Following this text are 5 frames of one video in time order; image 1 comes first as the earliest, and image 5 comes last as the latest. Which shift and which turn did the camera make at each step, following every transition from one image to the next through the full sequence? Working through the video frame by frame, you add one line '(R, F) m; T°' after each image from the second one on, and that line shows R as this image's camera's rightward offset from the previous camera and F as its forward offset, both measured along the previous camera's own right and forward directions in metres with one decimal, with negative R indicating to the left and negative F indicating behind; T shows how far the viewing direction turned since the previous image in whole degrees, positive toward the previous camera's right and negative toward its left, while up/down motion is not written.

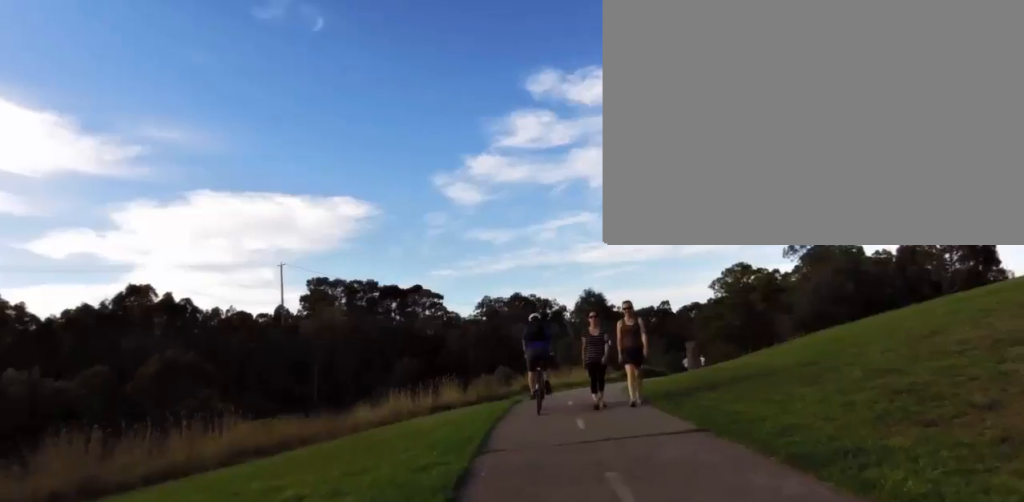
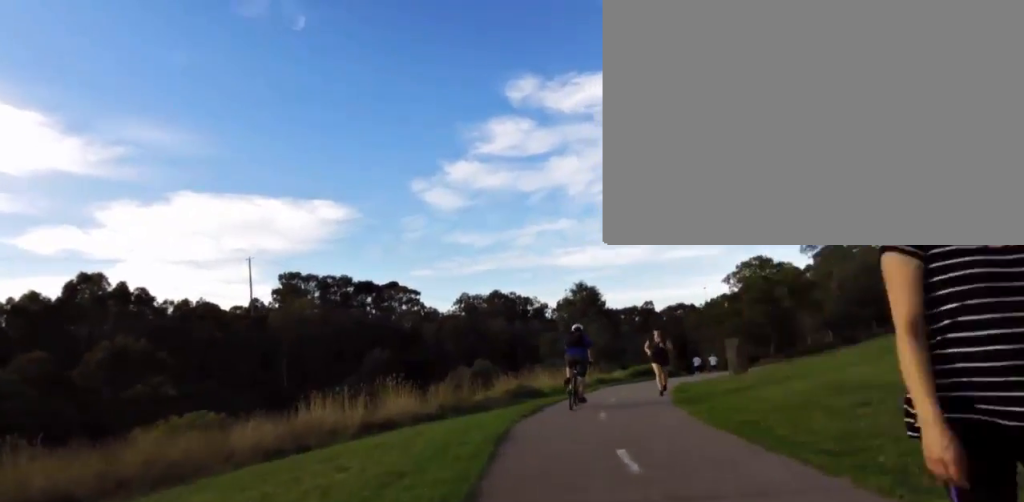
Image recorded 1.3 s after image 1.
(-0.9, +6.1) m; 0°
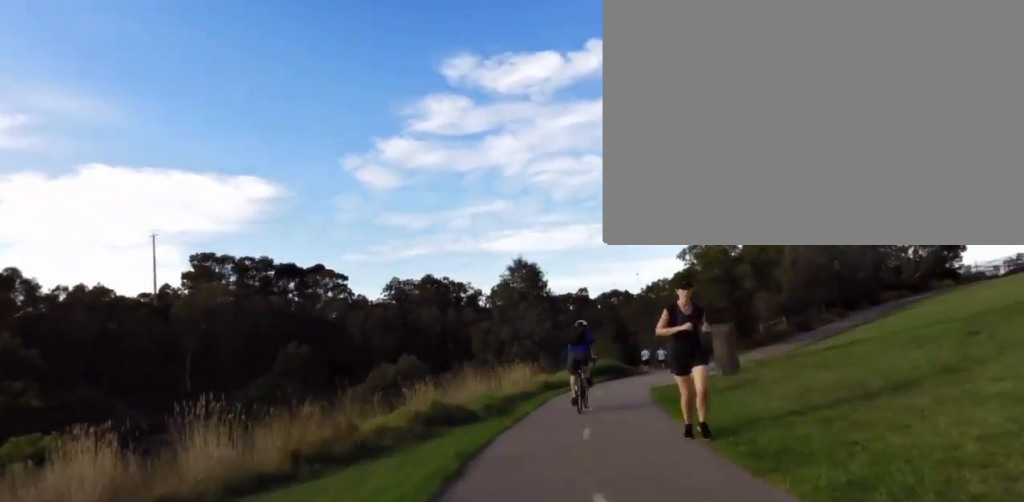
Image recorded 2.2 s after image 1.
(+0.6, +5.0) m; +9°
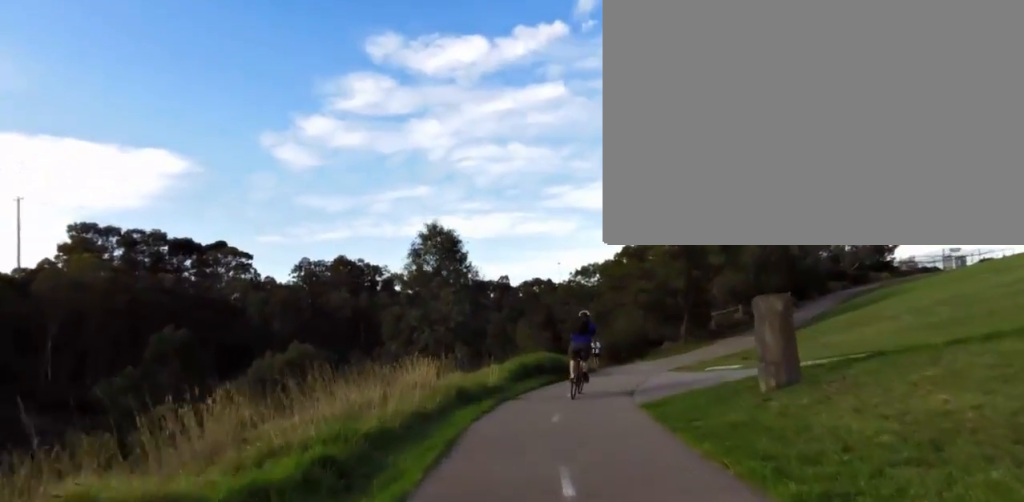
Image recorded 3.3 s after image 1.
(+0.5, +7.3) m; +4°
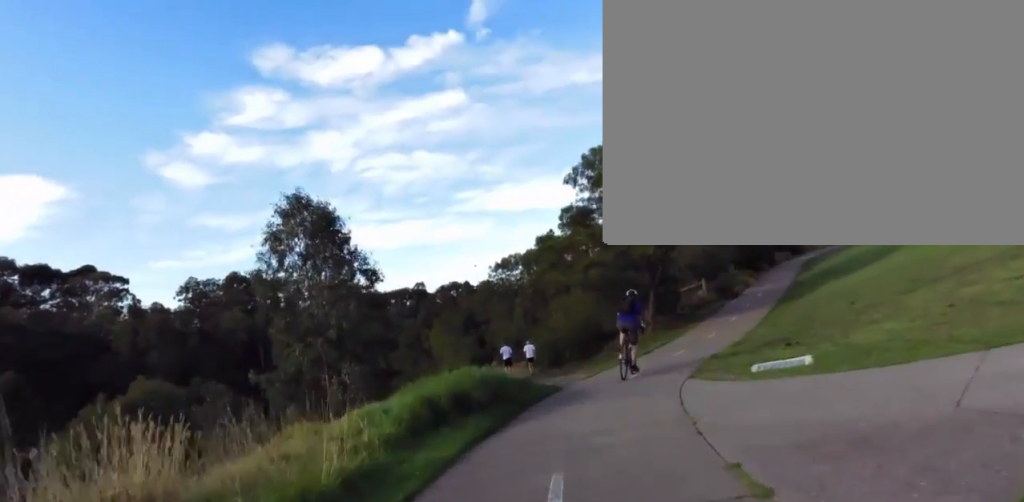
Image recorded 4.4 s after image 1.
(+0.1, +8.0) m; +9°
